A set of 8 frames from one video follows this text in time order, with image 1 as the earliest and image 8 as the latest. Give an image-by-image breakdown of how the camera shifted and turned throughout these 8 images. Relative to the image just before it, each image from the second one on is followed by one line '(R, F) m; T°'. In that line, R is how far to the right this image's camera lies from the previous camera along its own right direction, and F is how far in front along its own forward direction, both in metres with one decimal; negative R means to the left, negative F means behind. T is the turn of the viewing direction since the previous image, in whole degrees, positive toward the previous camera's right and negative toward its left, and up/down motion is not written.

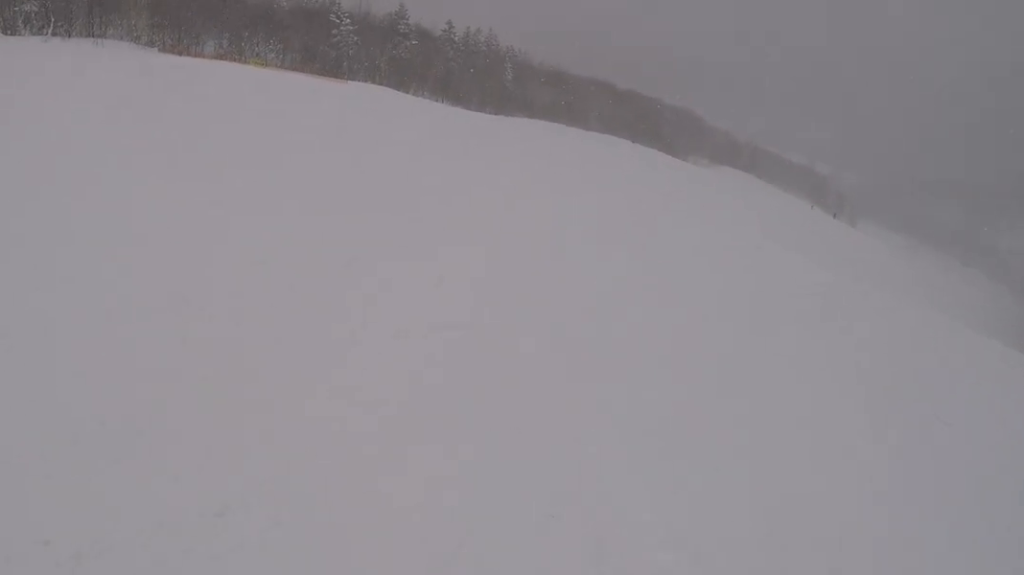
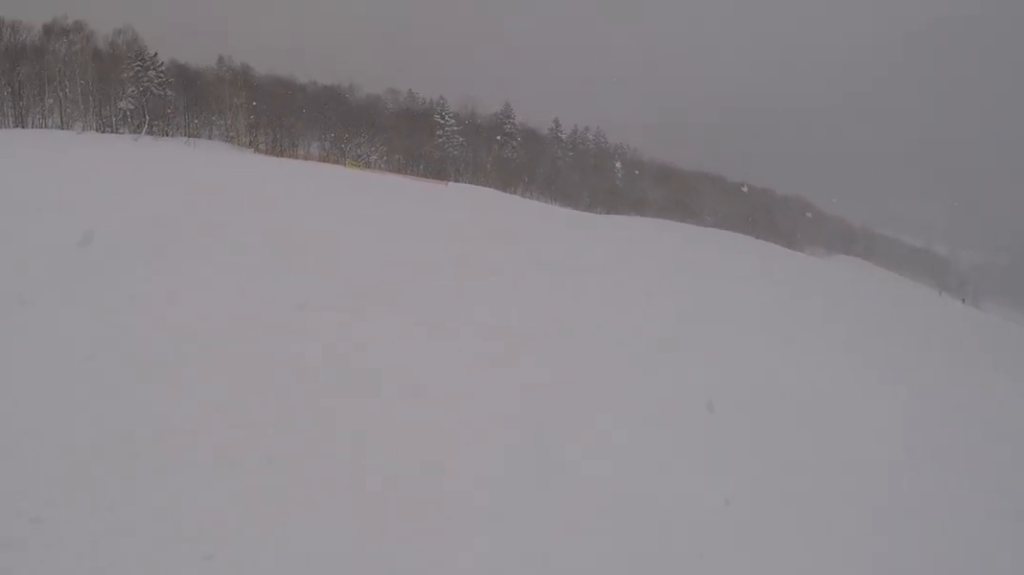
(-0.2, +5.7) m; +1°
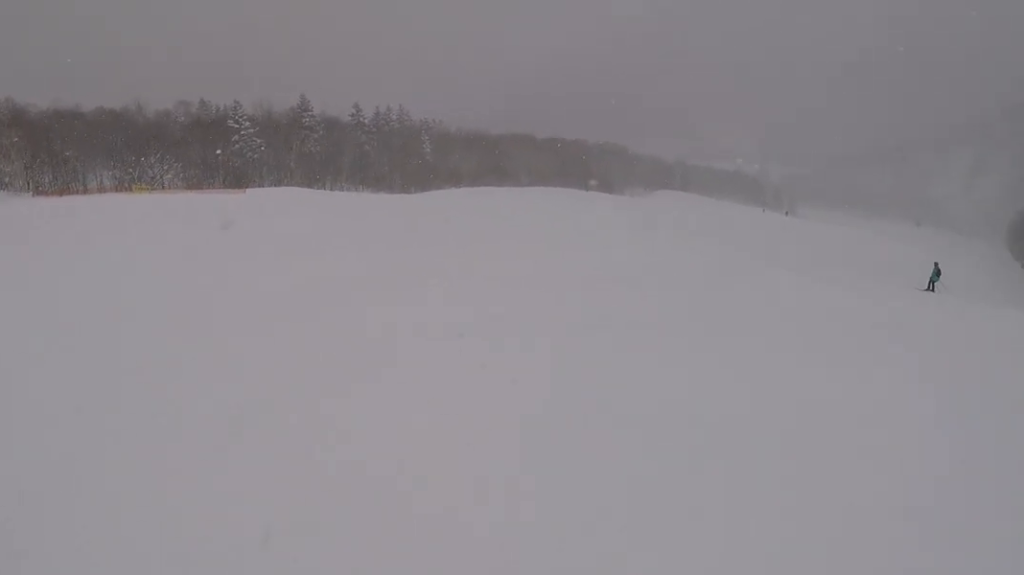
(-0.2, +5.0) m; +4°
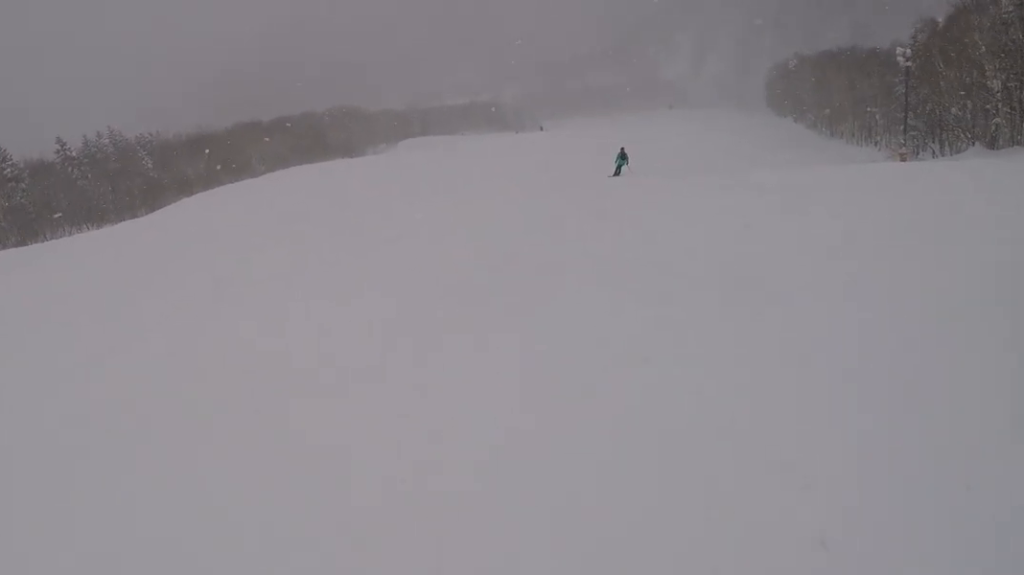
(+1.1, +10.1) m; +11°
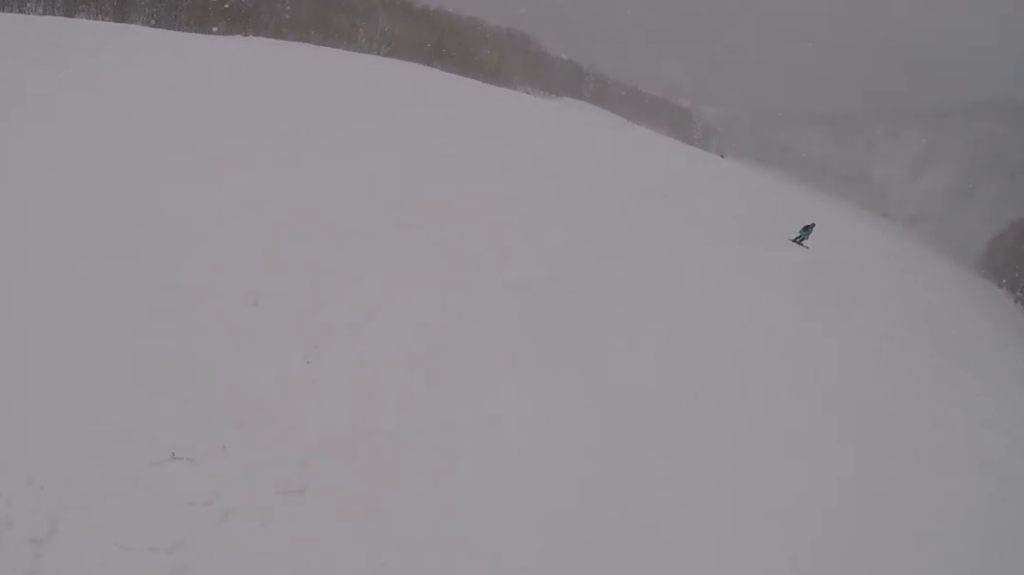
(+2.7, +25.6) m; -7°
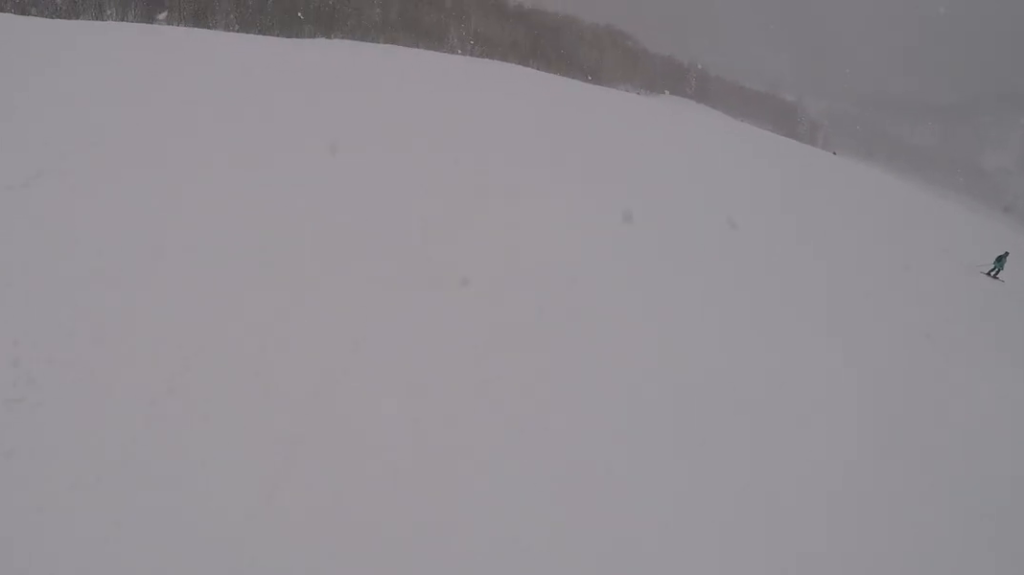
(-0.8, +4.5) m; -7°
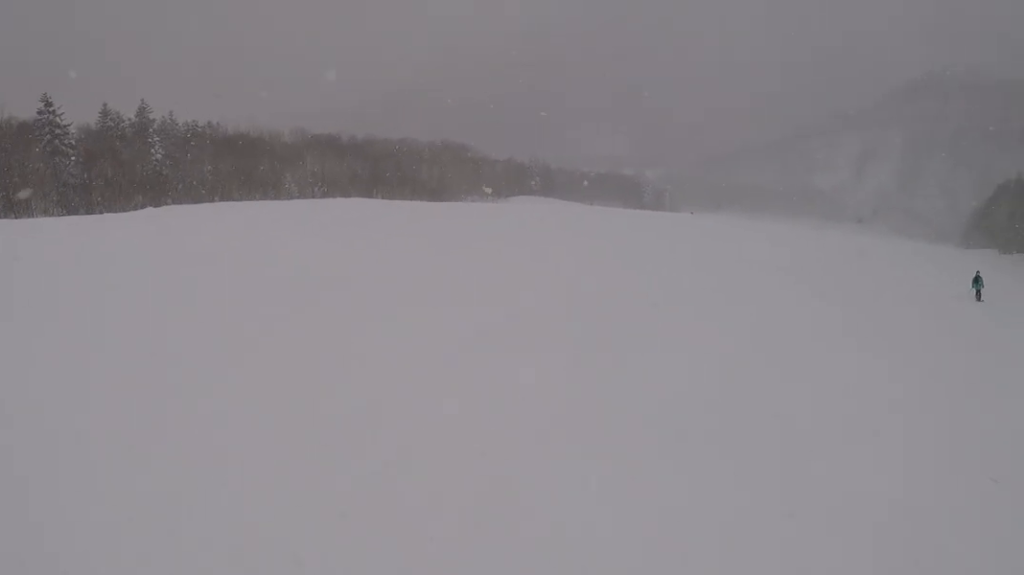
(-0.1, +6.5) m; +7°
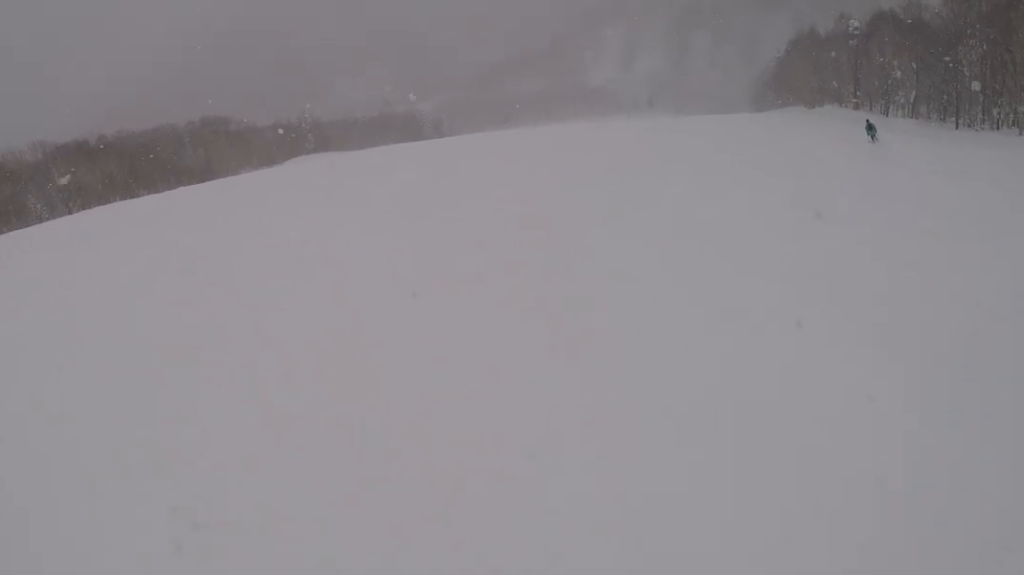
(+1.0, +8.7) m; +16°
